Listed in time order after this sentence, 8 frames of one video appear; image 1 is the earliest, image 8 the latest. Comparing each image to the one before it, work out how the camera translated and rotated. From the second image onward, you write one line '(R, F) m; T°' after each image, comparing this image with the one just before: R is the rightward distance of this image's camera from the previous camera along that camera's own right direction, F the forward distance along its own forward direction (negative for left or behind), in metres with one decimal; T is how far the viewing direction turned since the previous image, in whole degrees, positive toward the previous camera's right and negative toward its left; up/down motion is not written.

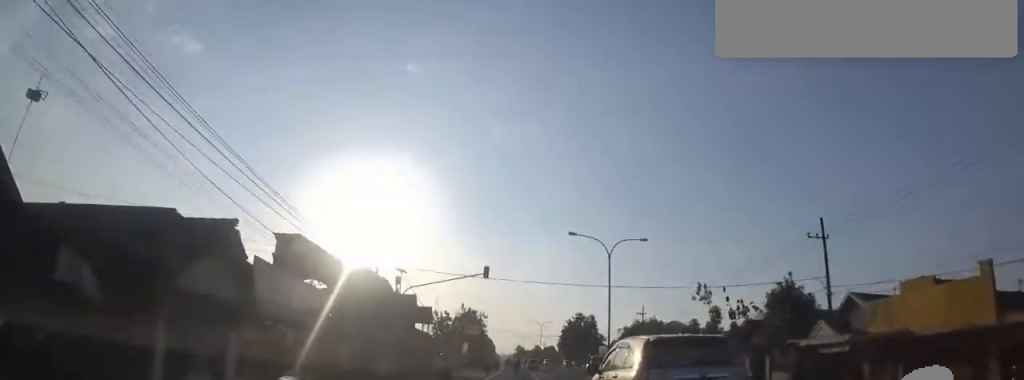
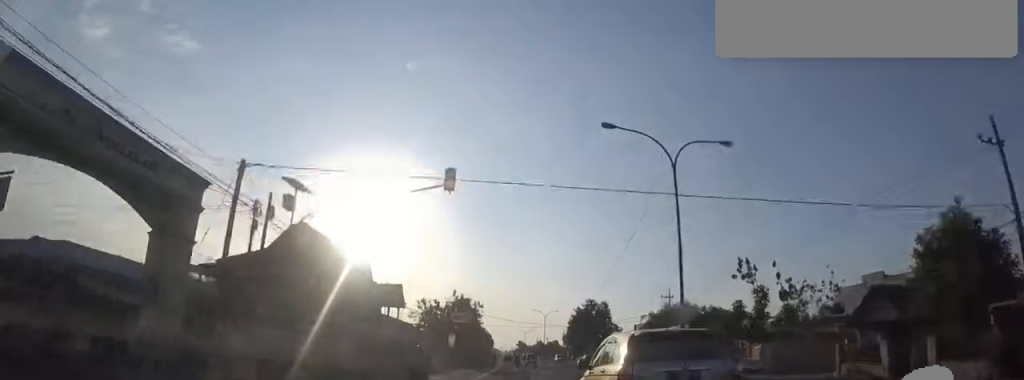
(0.0, +15.0) m; 0°
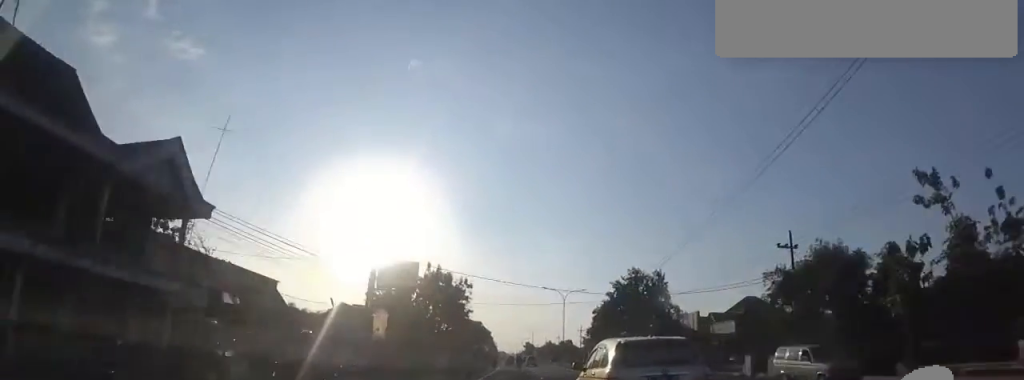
(+1.3, +31.0) m; +2°
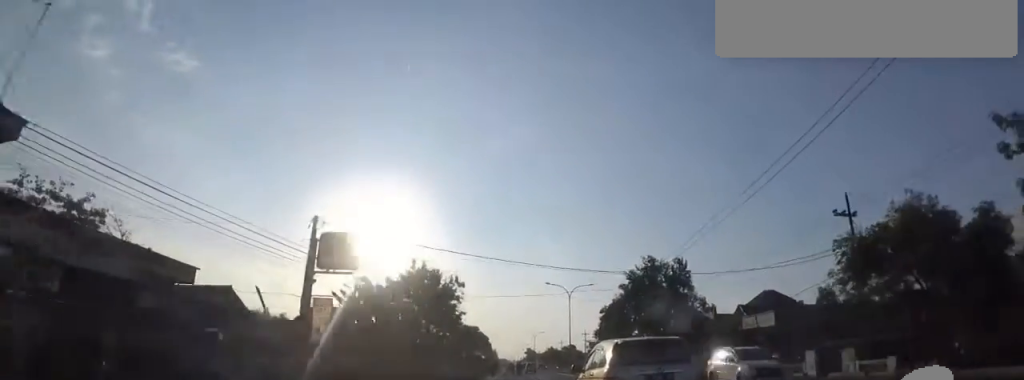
(-0.4, +8.3) m; -2°
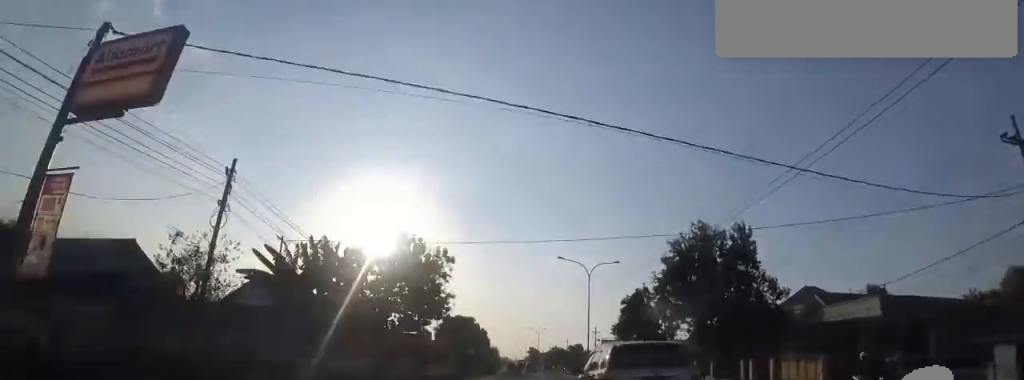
(-0.4, +13.2) m; -3°
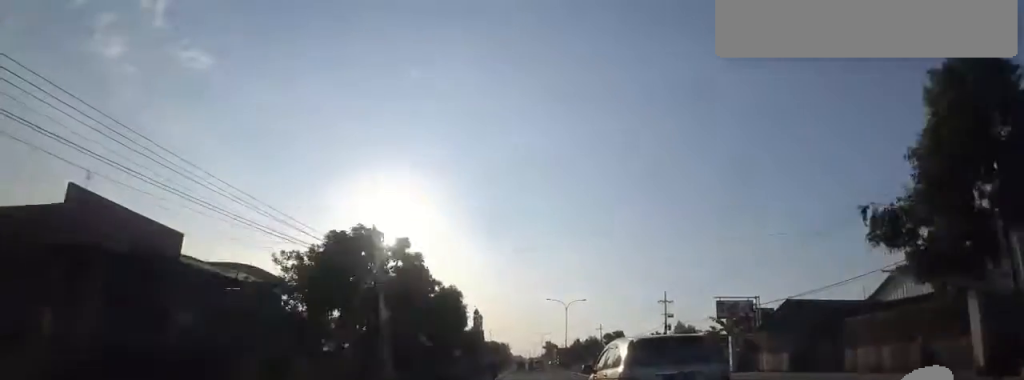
(-0.5, +50.9) m; 0°
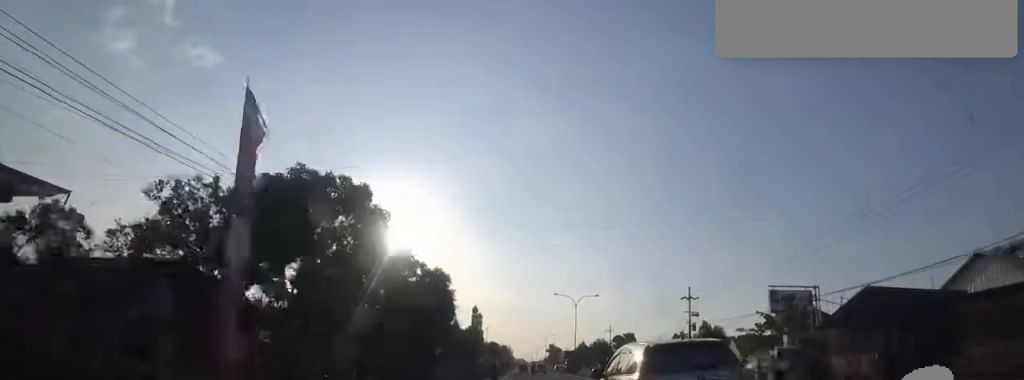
(+0.1, +8.5) m; 0°
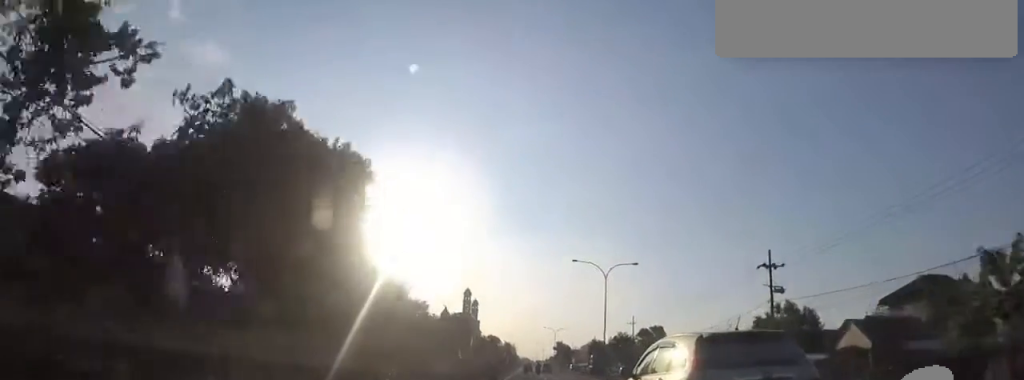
(+0.3, +18.2) m; 0°
